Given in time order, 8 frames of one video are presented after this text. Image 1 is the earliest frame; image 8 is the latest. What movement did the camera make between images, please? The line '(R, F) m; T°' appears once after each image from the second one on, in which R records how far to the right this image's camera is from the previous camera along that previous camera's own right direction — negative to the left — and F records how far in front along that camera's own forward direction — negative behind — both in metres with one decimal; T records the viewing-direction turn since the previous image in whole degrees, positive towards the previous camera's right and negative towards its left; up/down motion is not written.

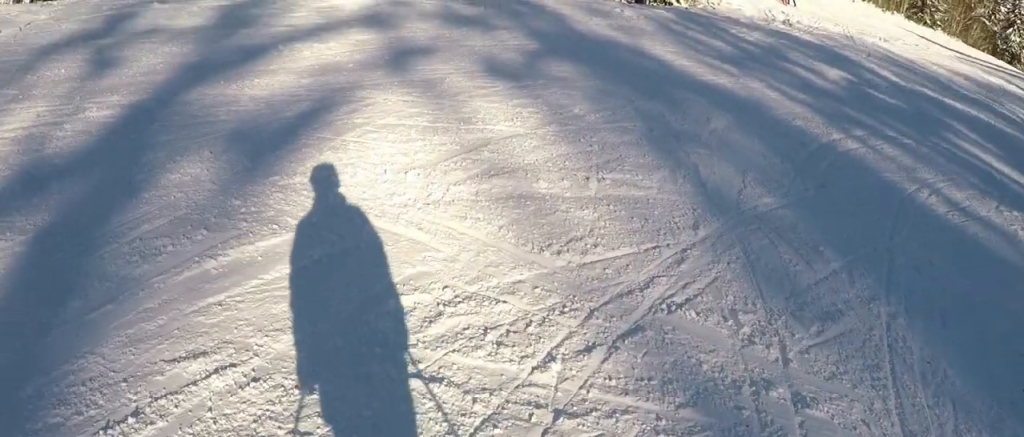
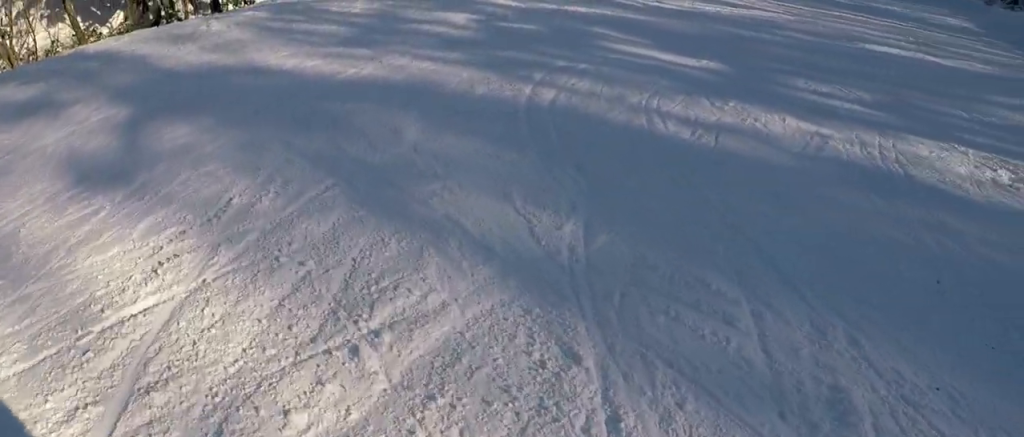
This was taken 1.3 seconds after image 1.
(+1.6, +3.9) m; +31°
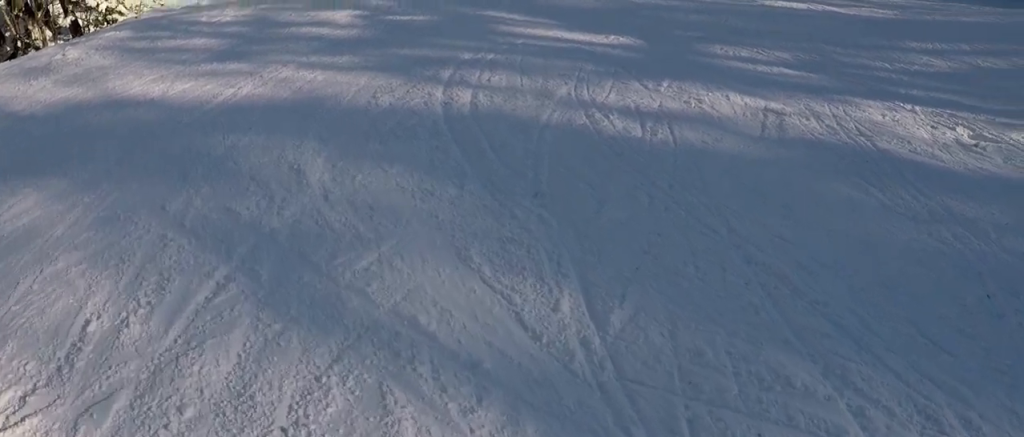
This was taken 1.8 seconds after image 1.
(0.0, +2.0) m; +16°
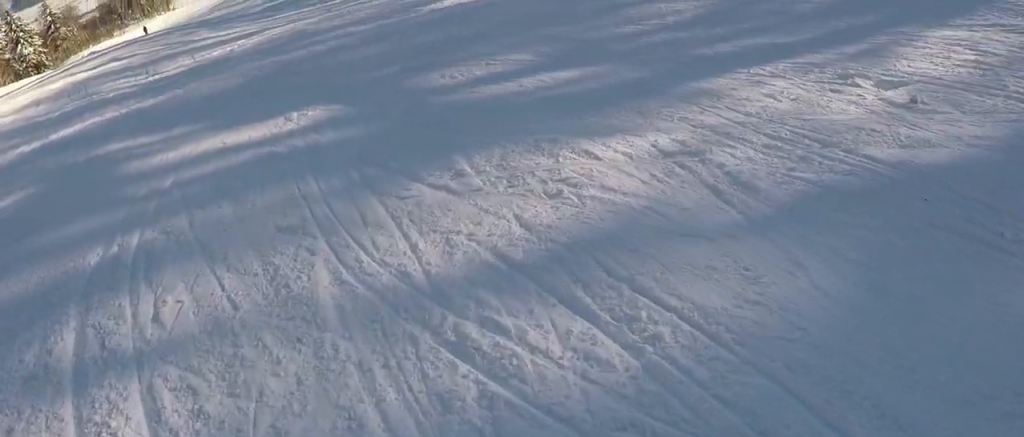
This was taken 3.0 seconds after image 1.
(+1.6, +4.1) m; +37°
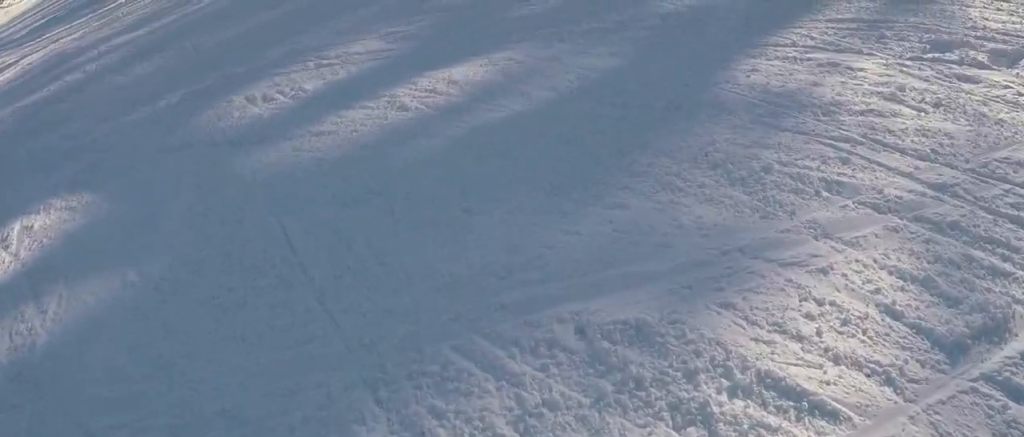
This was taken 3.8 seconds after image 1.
(+0.5, +3.3) m; +13°
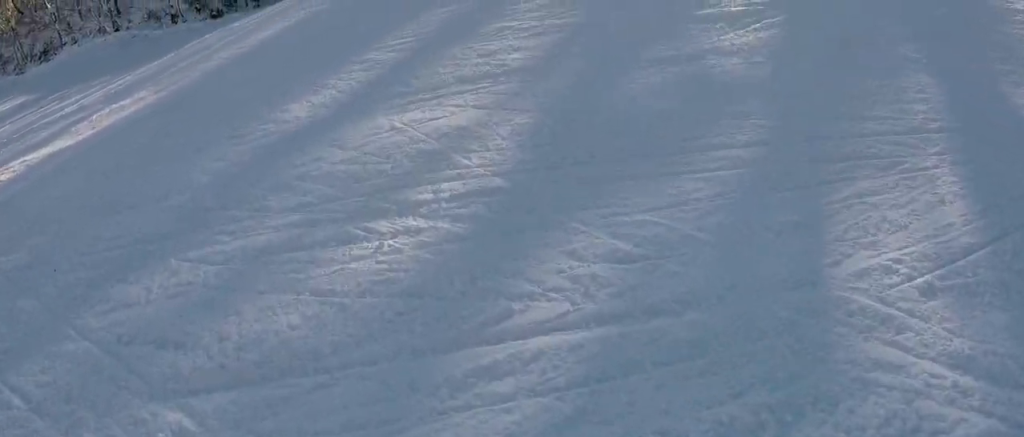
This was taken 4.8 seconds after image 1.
(+0.5, +4.2) m; +1°
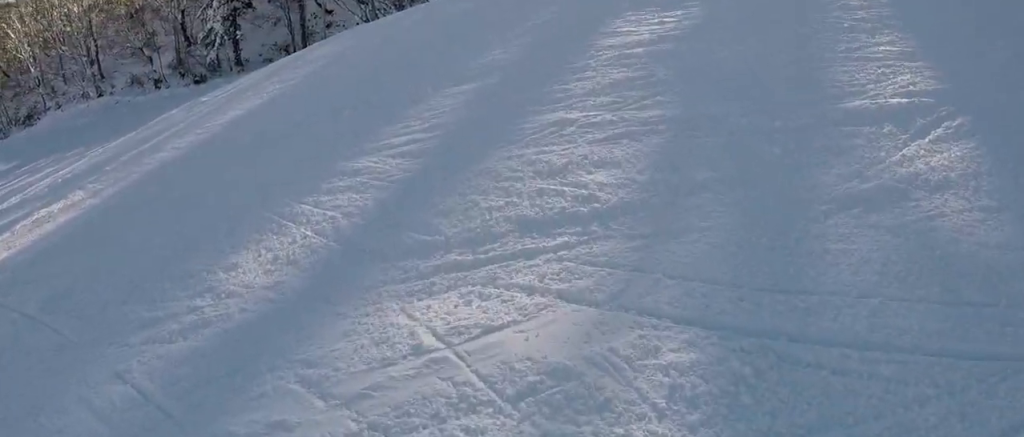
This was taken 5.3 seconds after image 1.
(+0.2, +2.2) m; -5°
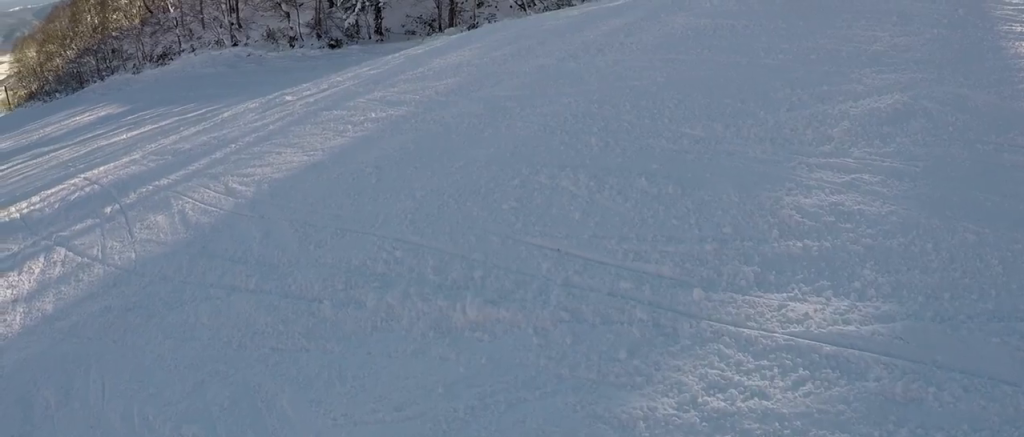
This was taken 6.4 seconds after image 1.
(-0.9, +4.5) m; -14°
